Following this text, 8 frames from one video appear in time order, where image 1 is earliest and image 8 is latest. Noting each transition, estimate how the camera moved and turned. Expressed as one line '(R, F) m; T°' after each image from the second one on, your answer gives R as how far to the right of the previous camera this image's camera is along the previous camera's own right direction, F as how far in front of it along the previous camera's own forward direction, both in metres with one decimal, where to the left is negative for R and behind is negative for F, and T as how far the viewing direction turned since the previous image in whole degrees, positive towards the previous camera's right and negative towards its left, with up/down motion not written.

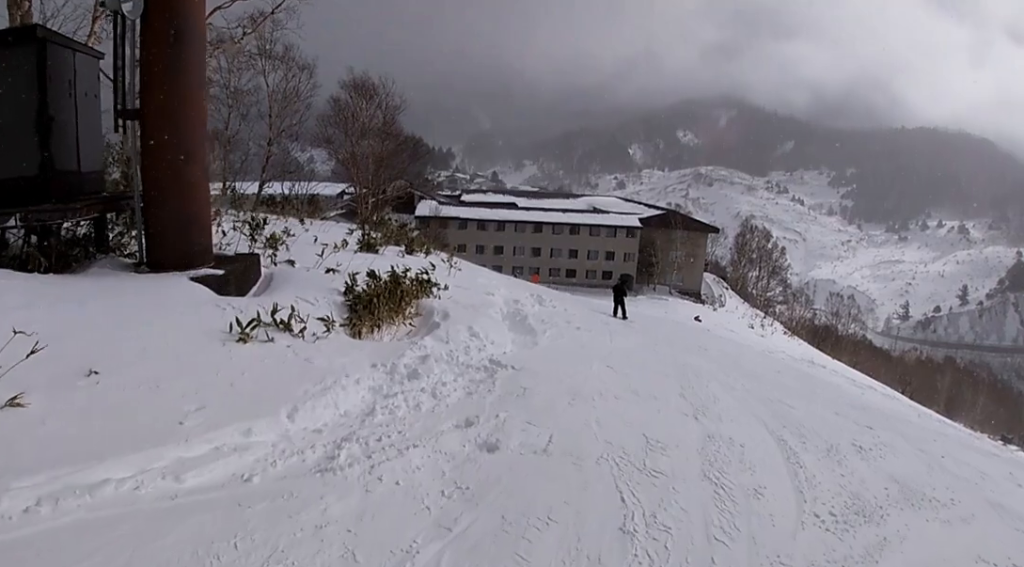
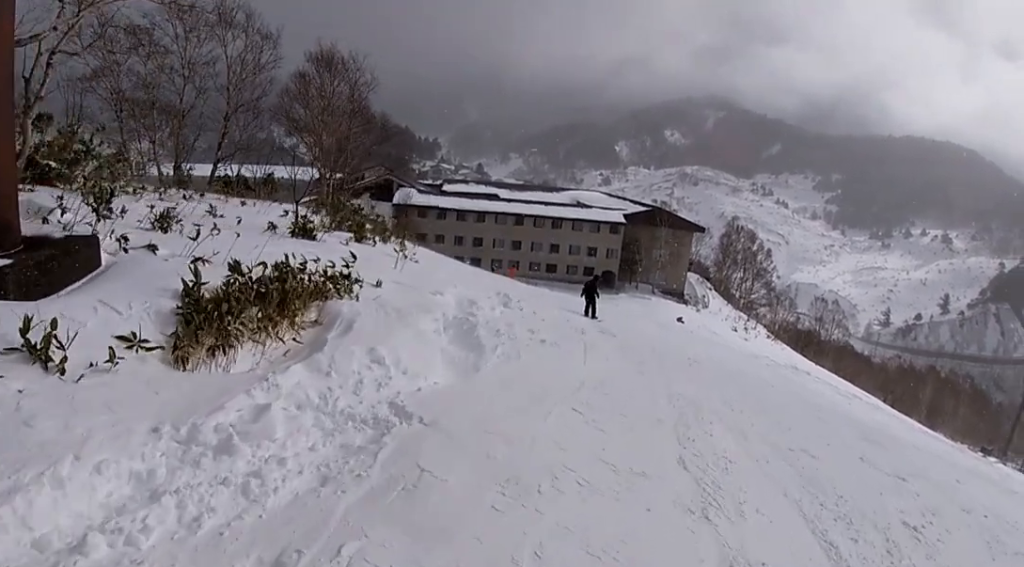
(-0.3, +2.7) m; +1°
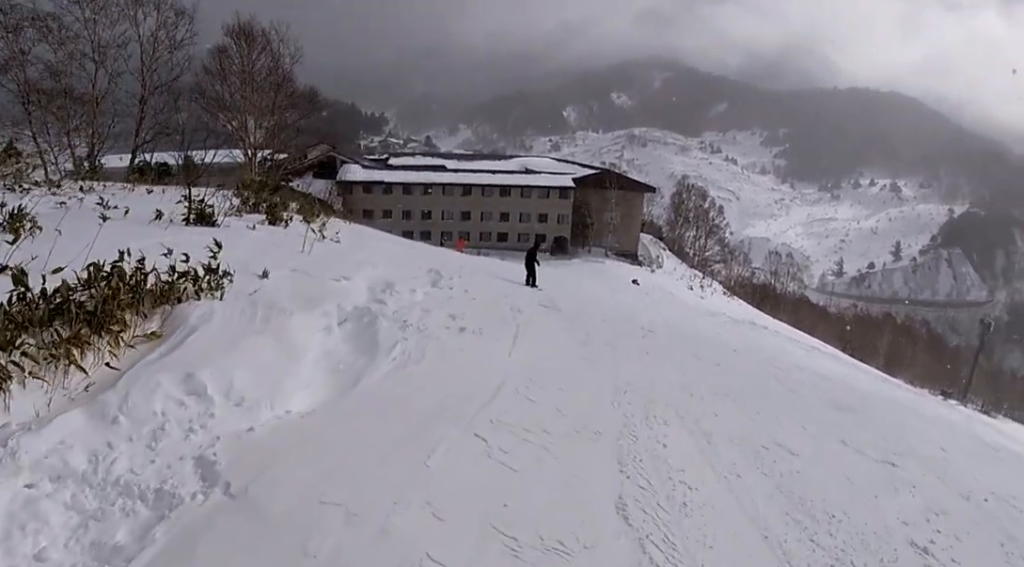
(-0.1, +1.7) m; +2°
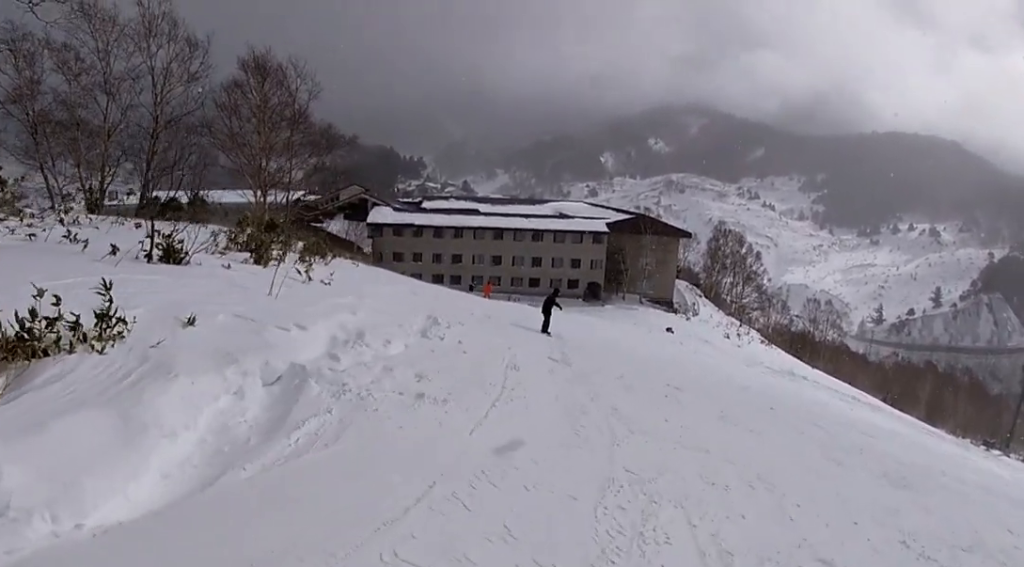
(+0.2, +1.8) m; +4°
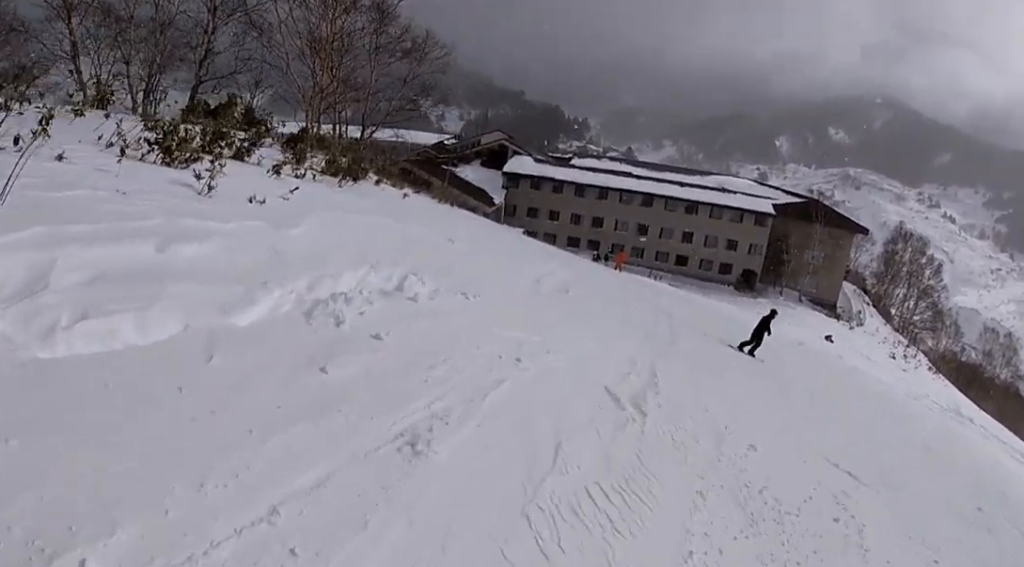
(+0.6, +7.1) m; +3°
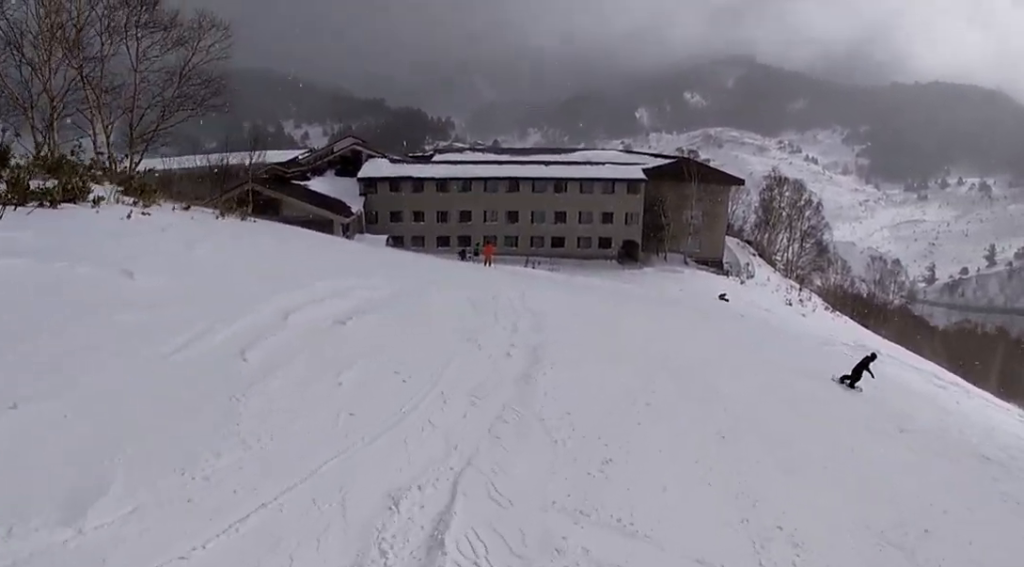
(-0.9, +7.0) m; -9°
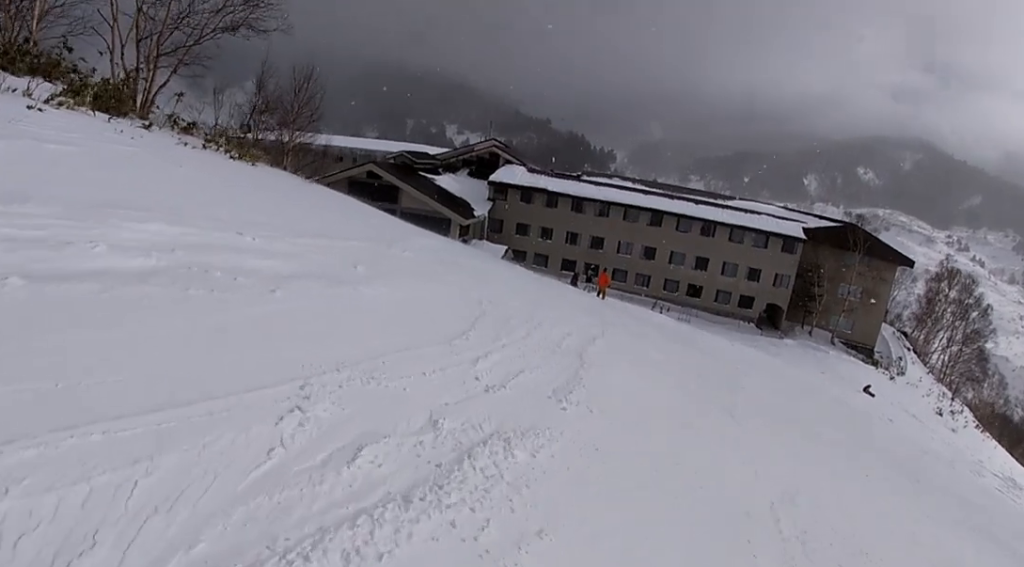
(+0.3, +5.4) m; -13°
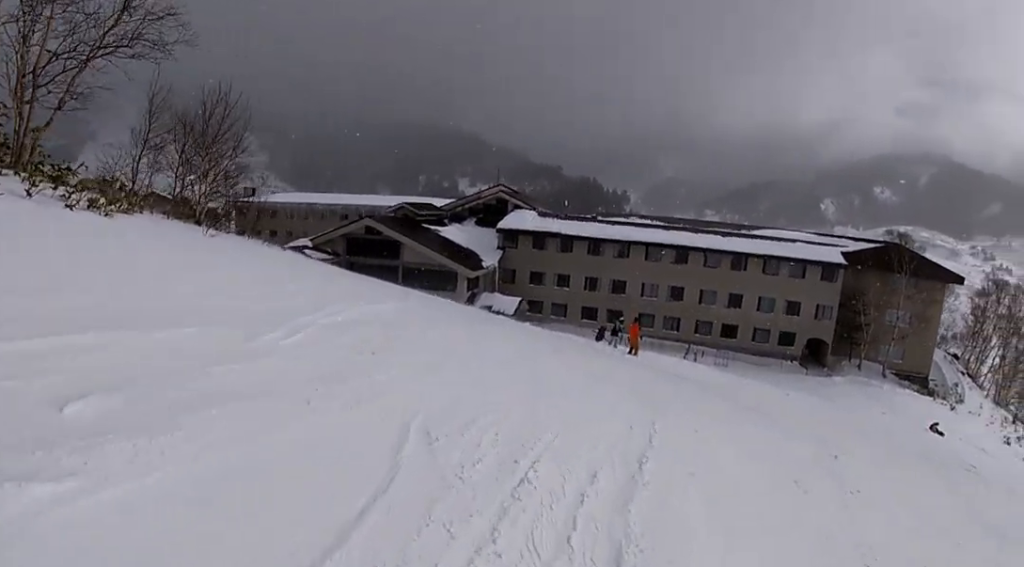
(-1.5, +5.1) m; +1°
